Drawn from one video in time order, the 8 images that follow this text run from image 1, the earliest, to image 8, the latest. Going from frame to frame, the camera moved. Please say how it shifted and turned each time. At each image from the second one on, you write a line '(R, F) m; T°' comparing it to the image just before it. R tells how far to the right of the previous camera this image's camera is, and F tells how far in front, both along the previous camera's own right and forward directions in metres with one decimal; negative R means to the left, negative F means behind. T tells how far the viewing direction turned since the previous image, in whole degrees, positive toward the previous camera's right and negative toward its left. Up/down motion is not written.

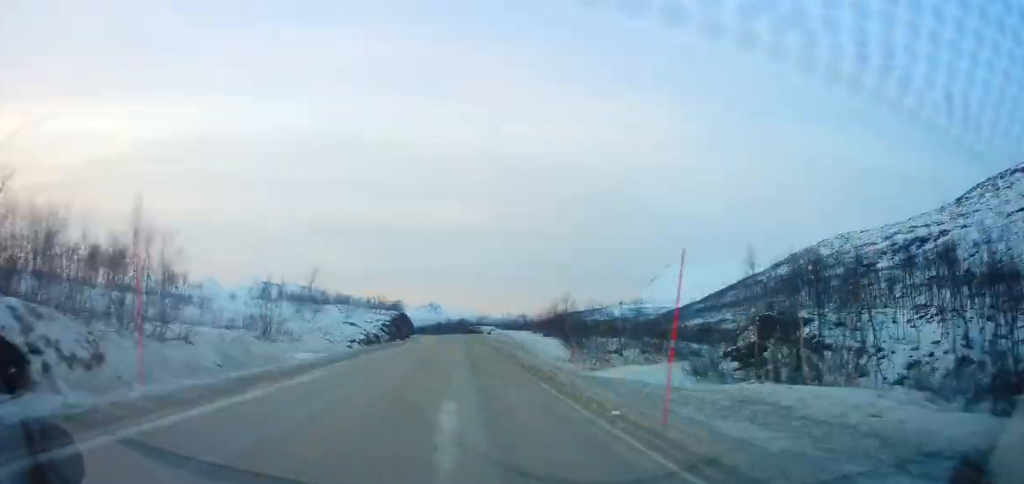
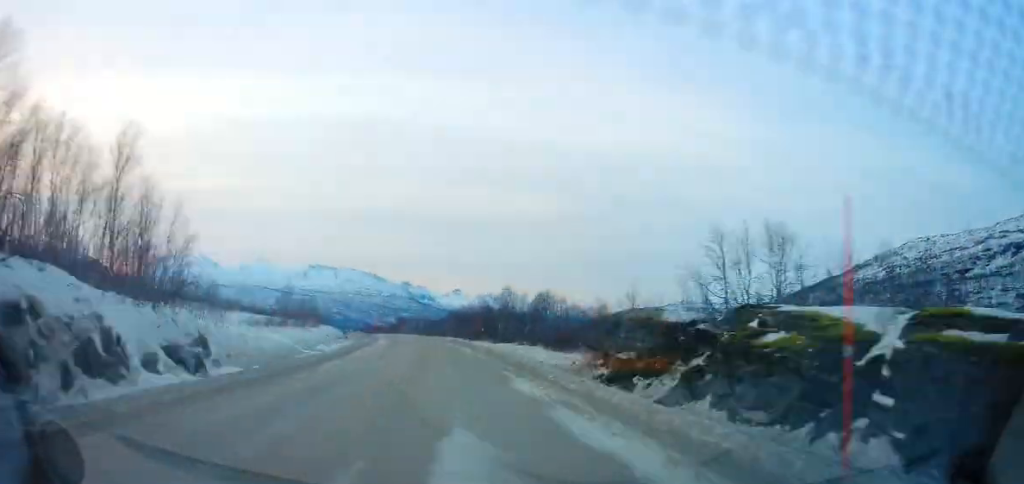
(+6.4, +134.4) m; -6°
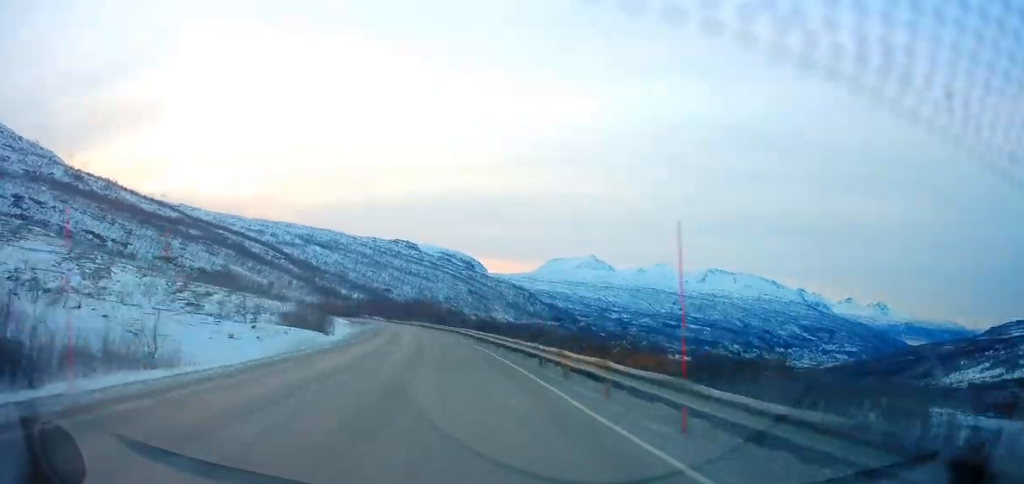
(-99.8, +307.1) m; -35°
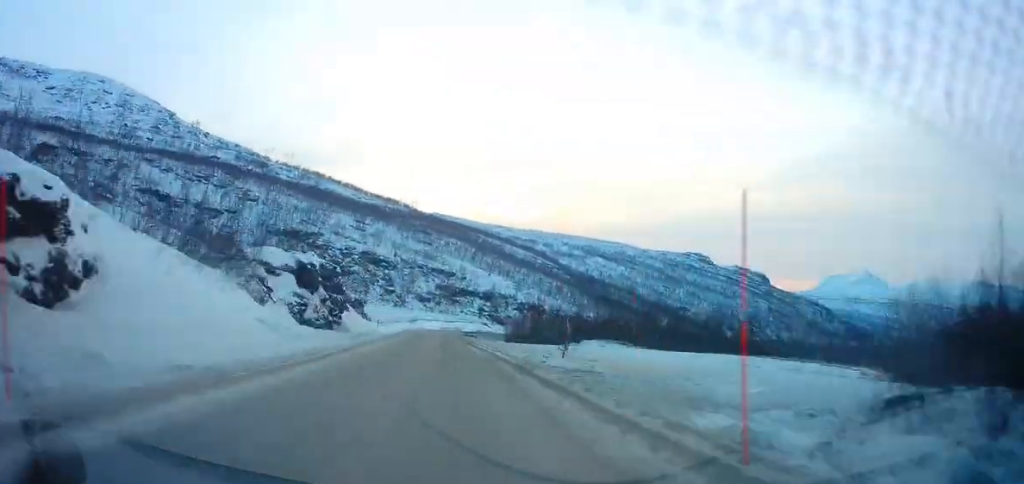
(-52.2, +246.7) m; -8°
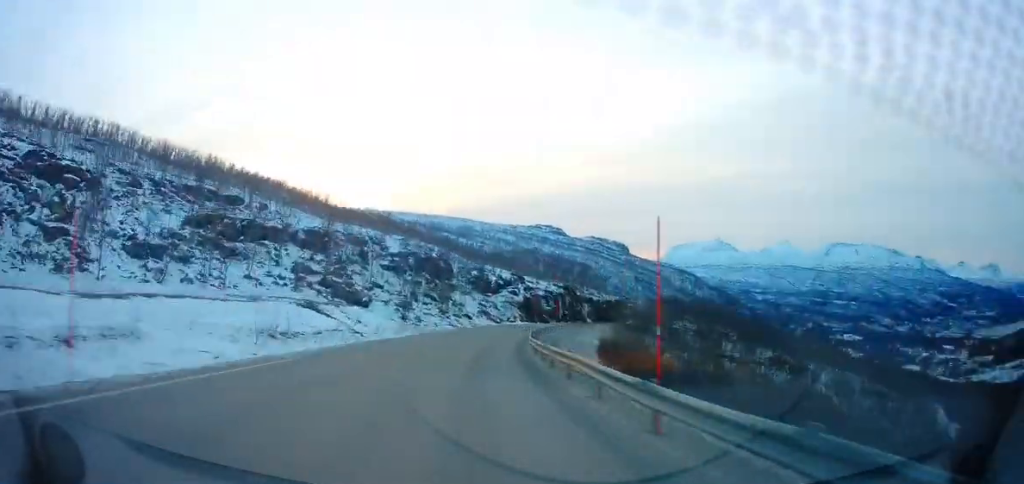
(+22.9, +158.3) m; +15°
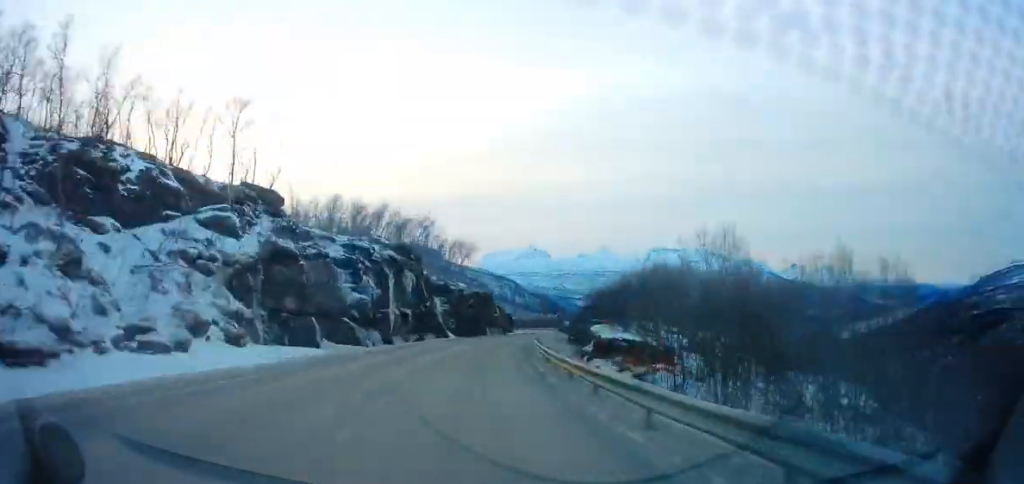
(+10.0, +94.4) m; +2°
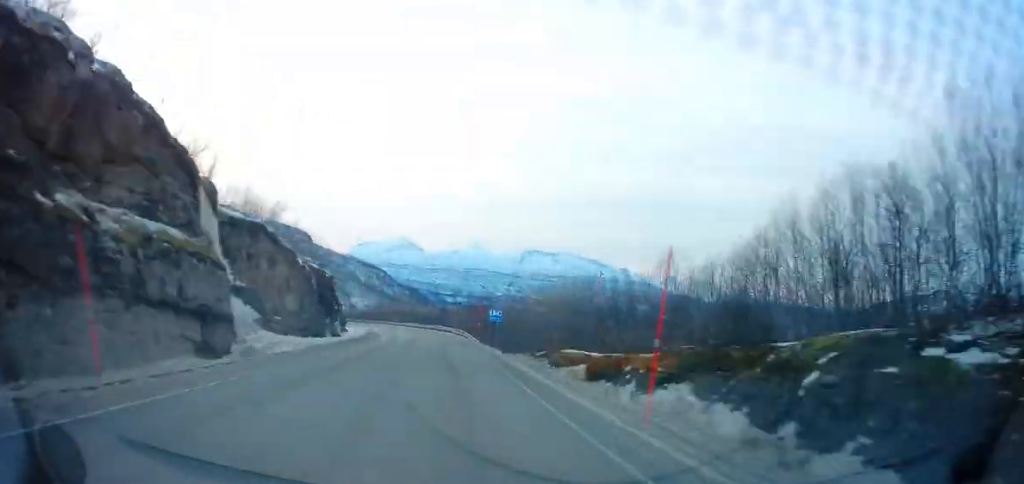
(+21.0, +107.1) m; -2°
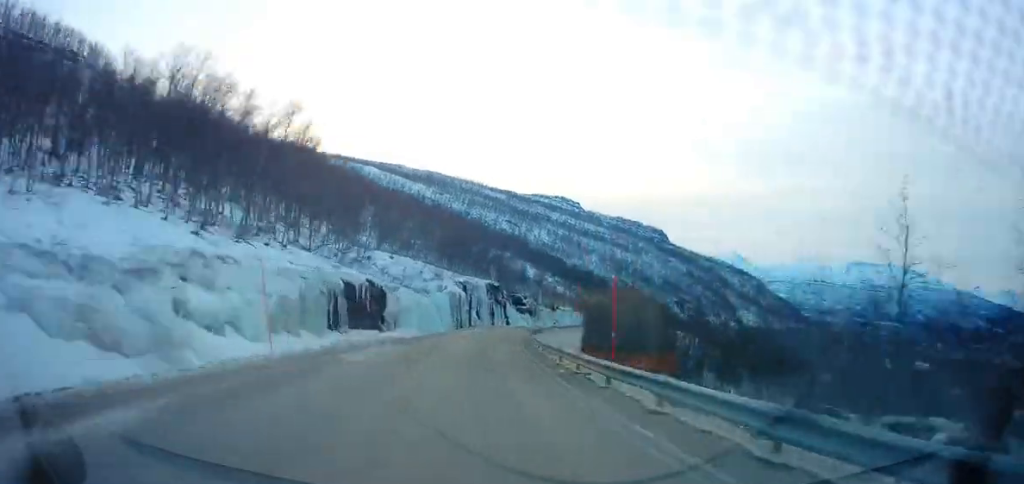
(-74.9, +390.2) m; -2°
